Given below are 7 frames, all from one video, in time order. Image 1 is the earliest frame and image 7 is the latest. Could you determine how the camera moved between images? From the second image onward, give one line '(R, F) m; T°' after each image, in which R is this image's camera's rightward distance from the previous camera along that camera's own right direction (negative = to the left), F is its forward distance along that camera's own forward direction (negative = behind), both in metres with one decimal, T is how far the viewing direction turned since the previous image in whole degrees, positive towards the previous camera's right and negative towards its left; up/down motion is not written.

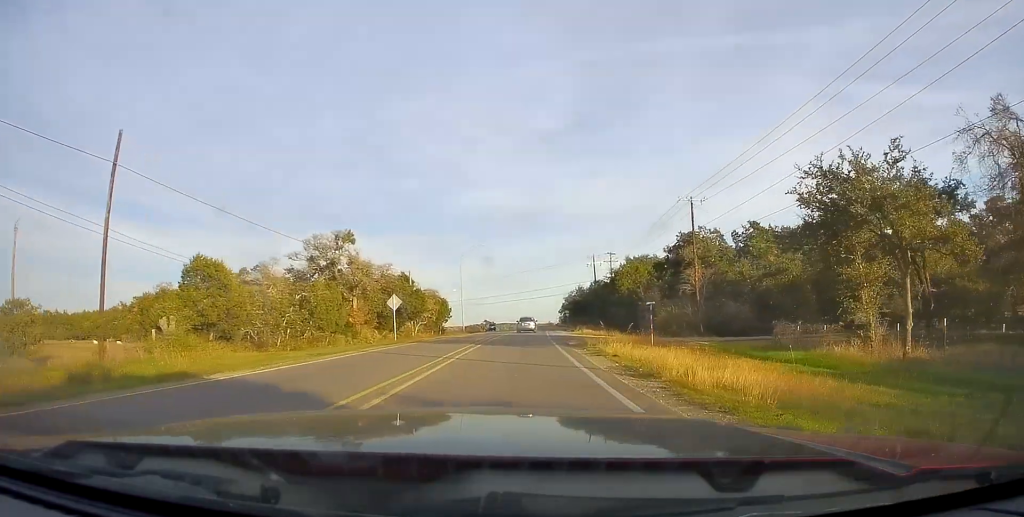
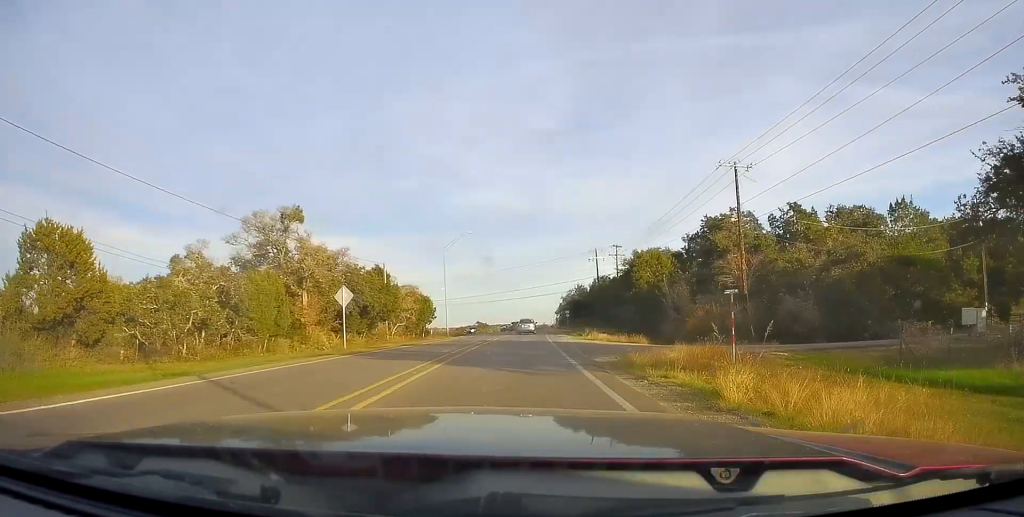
(0.0, +12.3) m; +1°
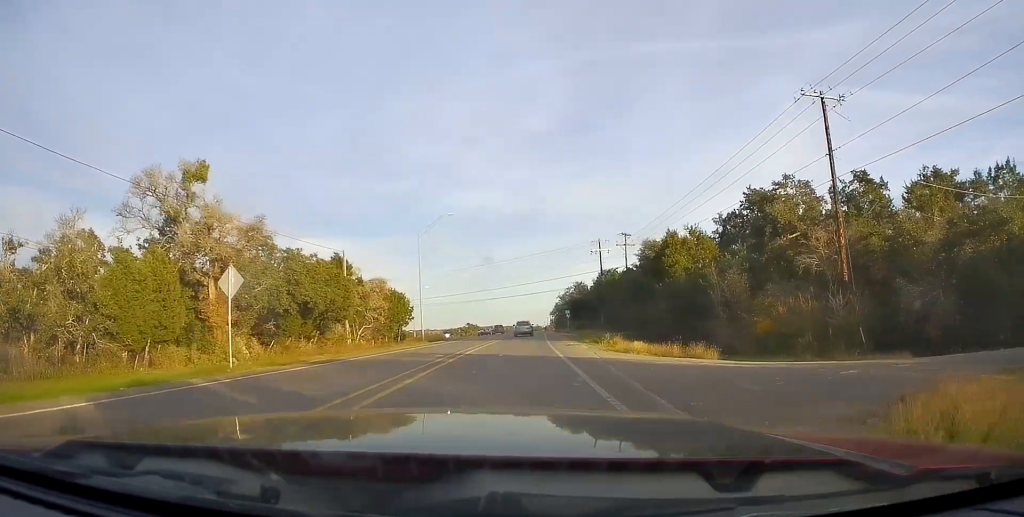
(0.0, +13.7) m; +1°
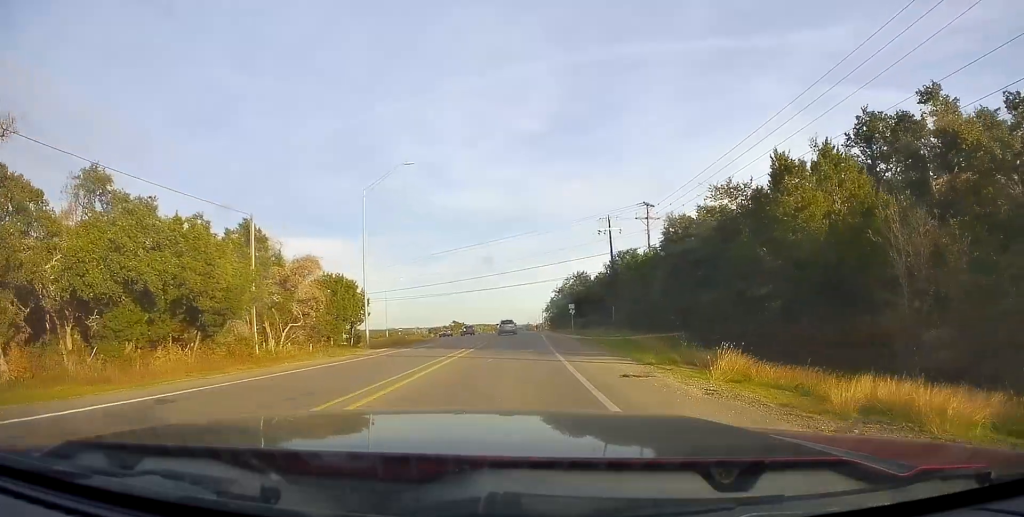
(+0.5, +18.4) m; +1°
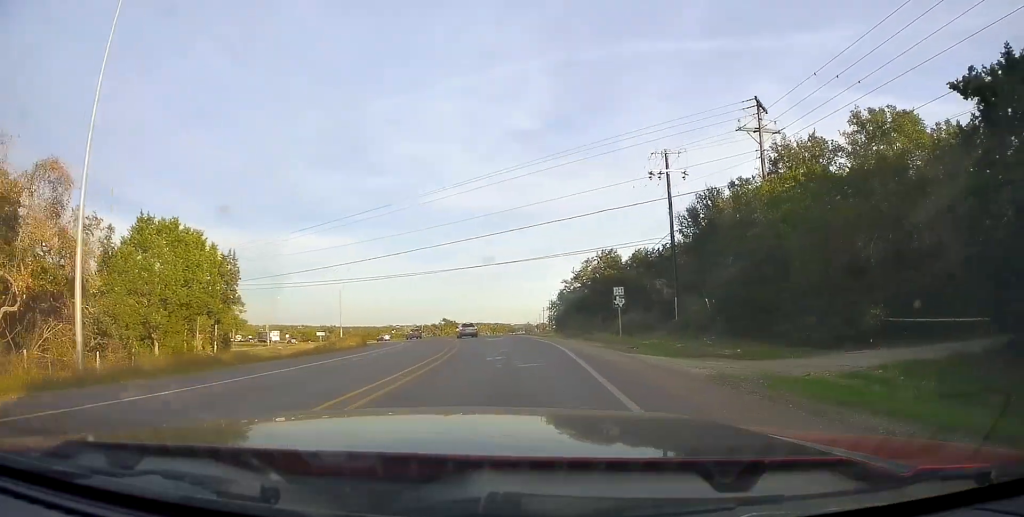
(0.0, +28.3) m; -1°
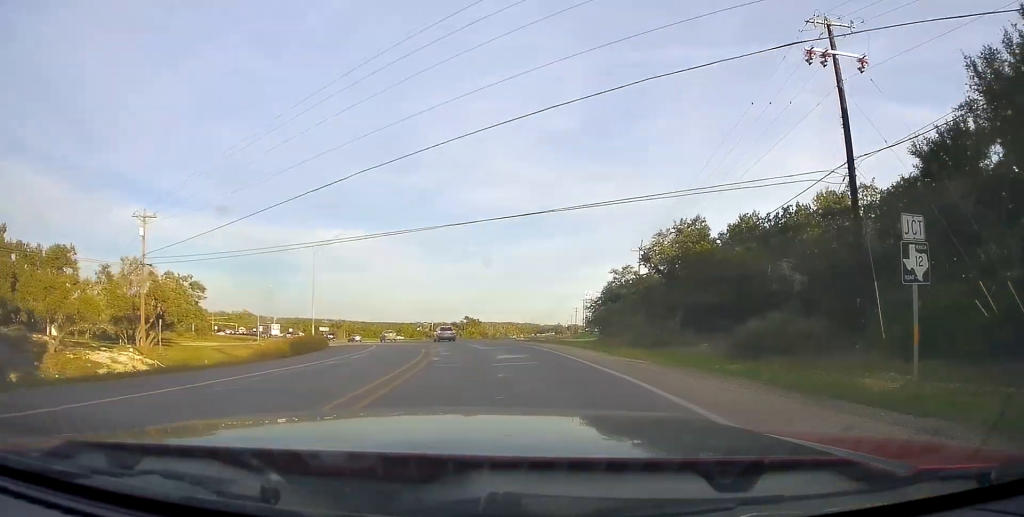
(-0.4, +21.6) m; -4°
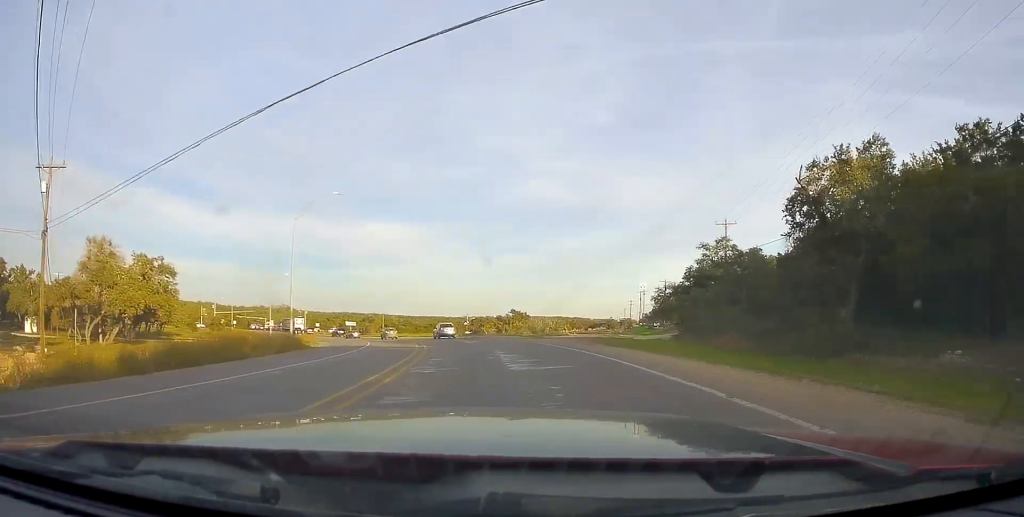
(-0.6, +18.0) m; -4°
